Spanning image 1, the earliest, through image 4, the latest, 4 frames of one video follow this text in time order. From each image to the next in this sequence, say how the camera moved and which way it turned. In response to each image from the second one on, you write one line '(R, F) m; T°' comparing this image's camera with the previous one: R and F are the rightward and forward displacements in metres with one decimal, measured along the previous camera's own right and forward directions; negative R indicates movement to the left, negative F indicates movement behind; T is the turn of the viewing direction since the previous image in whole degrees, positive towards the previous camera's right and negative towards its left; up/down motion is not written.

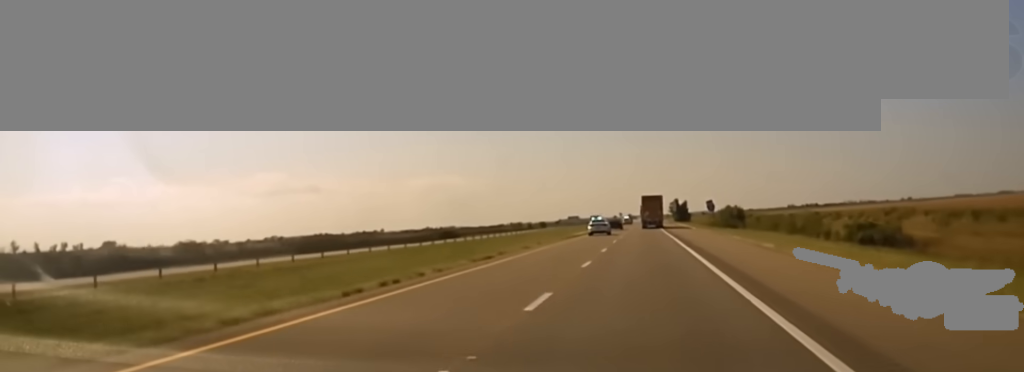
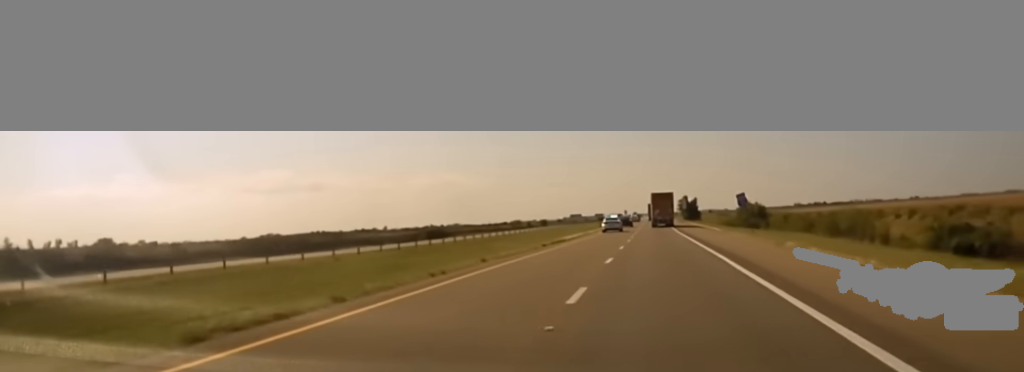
(+0.2, +21.1) m; 0°
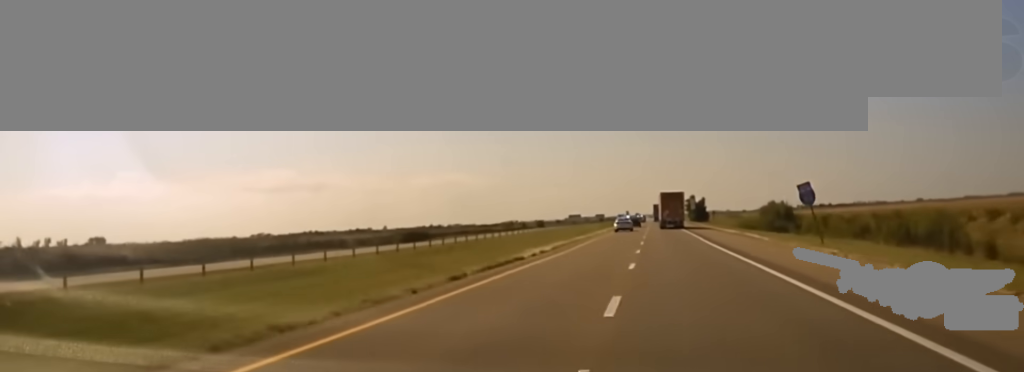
(0.0, +27.3) m; 0°
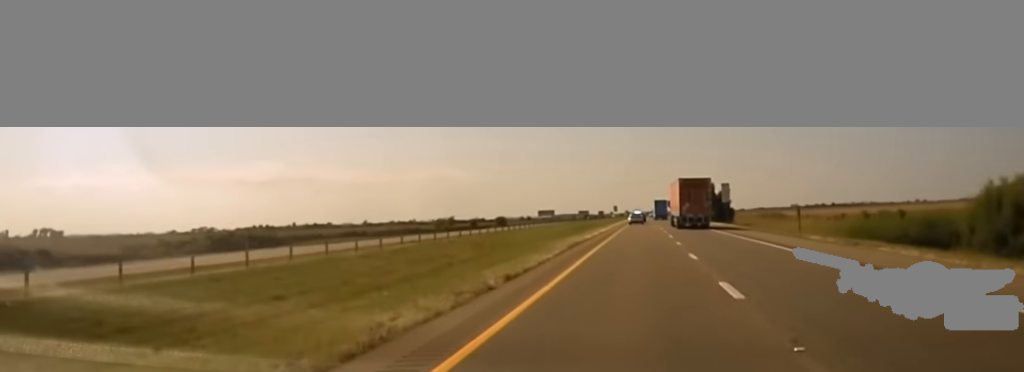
(-0.5, +113.0) m; +1°
